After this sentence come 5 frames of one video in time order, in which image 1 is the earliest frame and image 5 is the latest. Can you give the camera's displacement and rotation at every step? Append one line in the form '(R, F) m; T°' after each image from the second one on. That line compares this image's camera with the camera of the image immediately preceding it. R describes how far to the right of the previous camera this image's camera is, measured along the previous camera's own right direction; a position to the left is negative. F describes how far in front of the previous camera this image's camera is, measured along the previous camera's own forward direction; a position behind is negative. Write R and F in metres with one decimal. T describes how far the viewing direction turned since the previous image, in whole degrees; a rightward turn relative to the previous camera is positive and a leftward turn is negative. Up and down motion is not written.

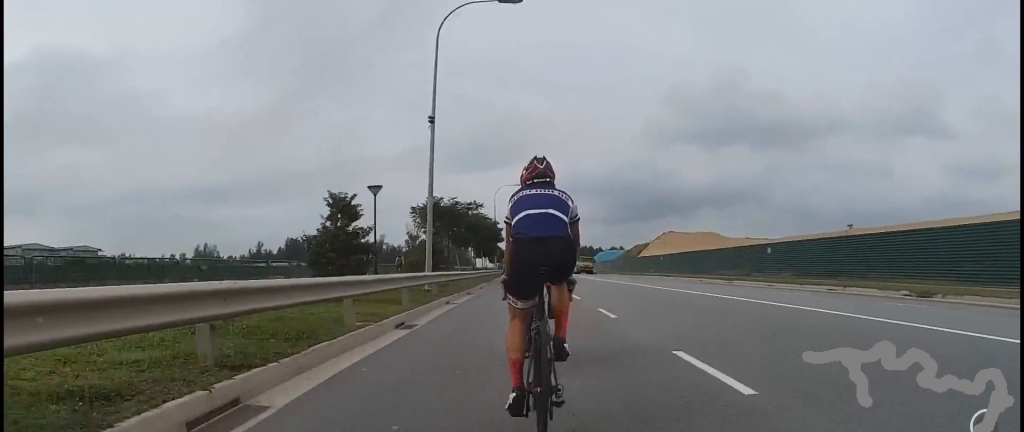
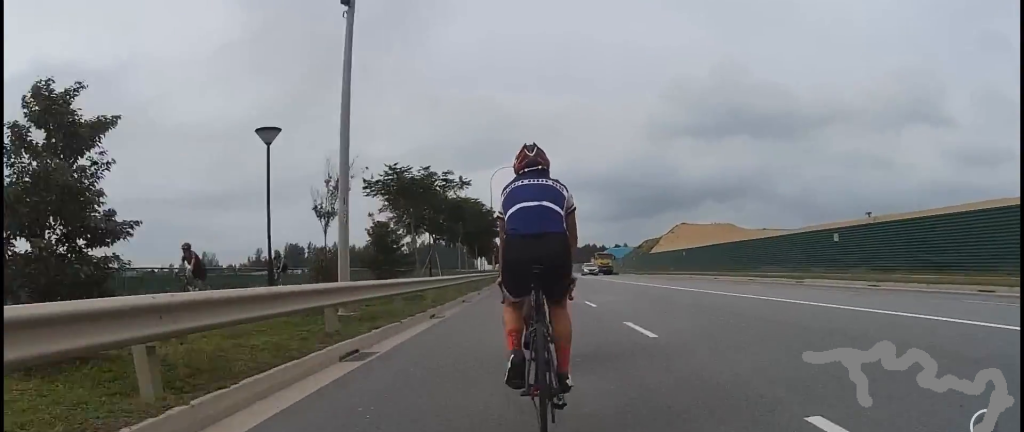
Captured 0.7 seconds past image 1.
(-0.9, +8.9) m; -1°
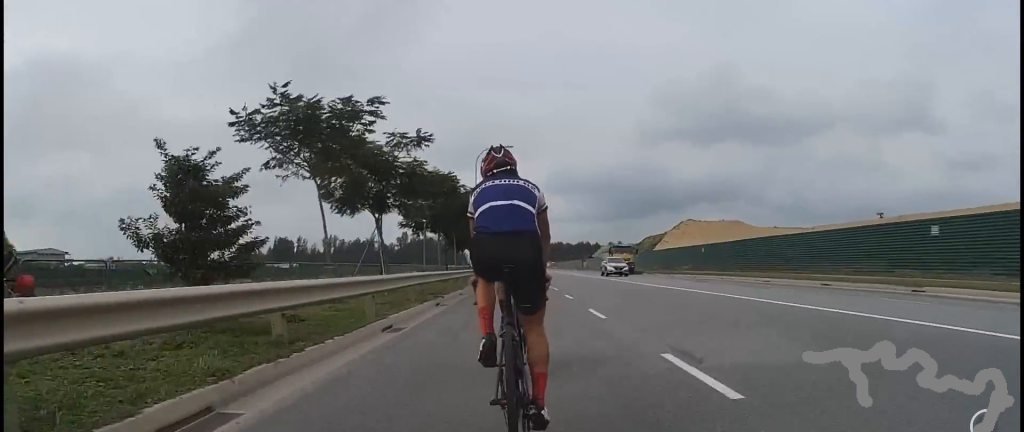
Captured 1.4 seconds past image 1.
(0.0, +9.3) m; +1°
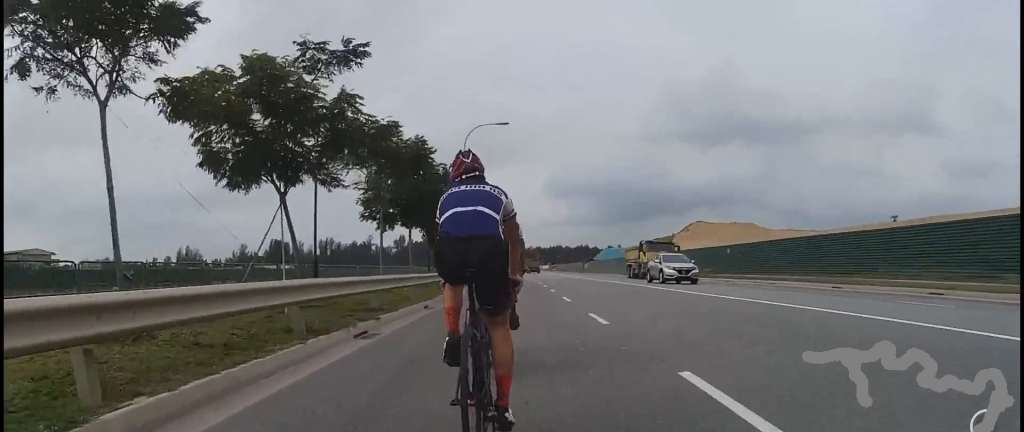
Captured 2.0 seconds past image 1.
(+0.6, +7.2) m; +2°
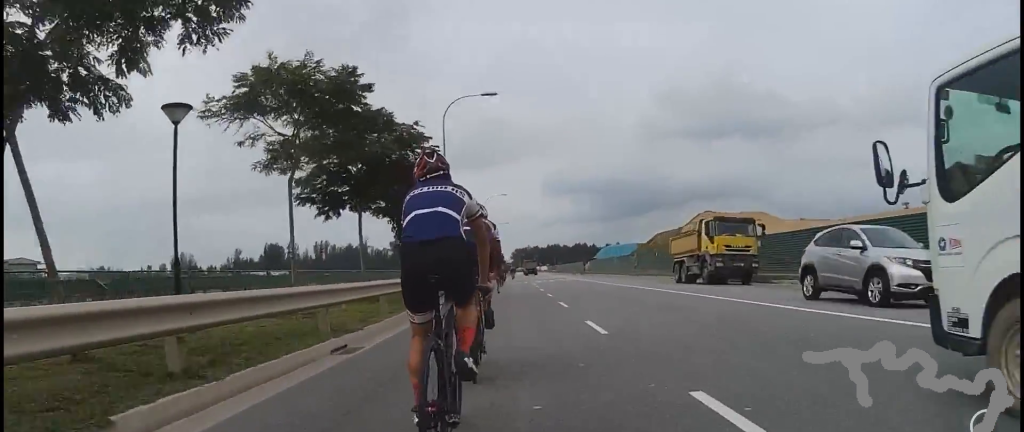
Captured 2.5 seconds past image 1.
(-0.3, +6.7) m; 0°
